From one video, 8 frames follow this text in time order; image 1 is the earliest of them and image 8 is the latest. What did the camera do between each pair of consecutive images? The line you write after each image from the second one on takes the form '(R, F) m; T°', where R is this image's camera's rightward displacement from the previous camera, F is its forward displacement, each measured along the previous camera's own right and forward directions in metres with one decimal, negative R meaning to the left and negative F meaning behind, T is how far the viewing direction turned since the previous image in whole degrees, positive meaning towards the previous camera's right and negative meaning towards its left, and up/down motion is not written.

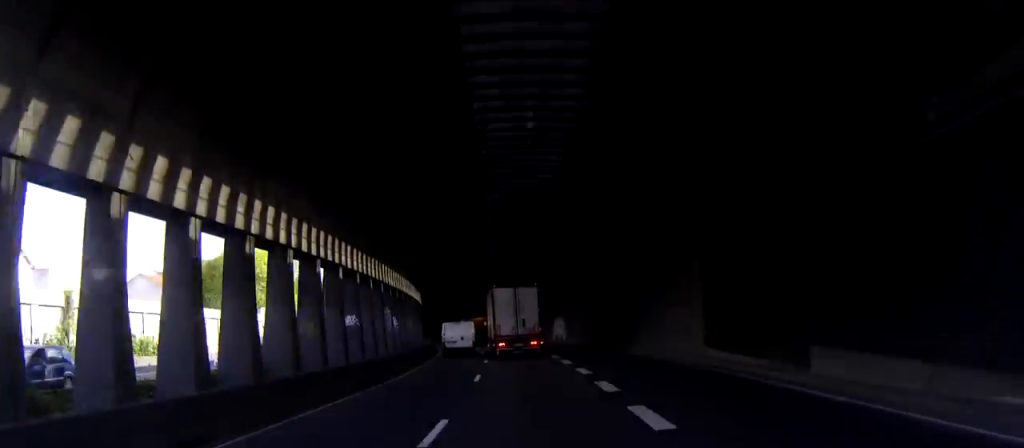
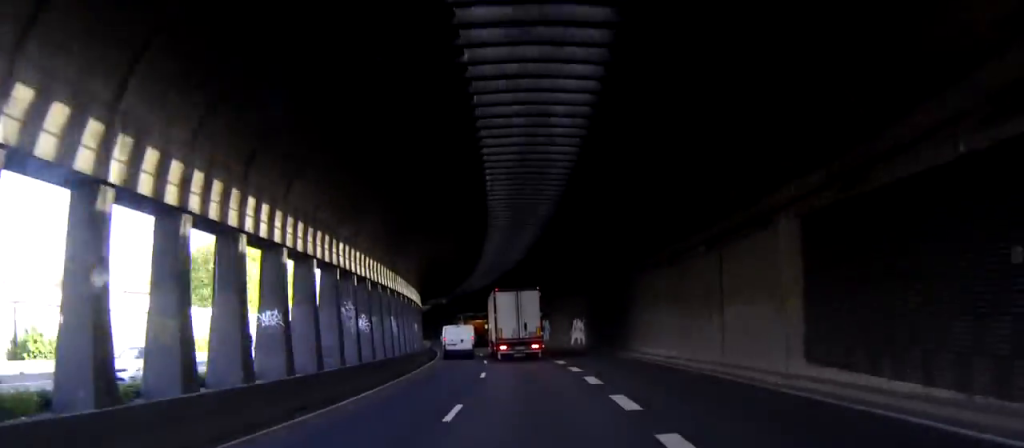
(+0.1, +9.6) m; -1°
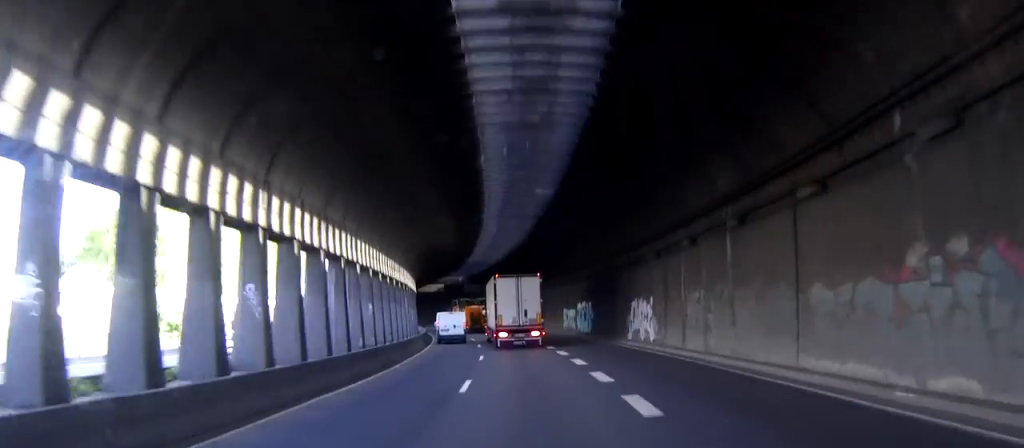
(-0.9, +22.5) m; -3°
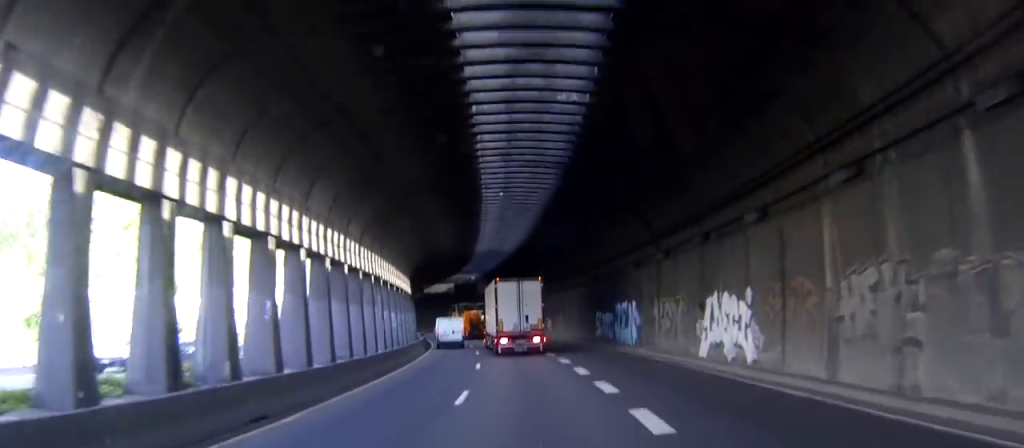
(-0.2, +14.8) m; -2°
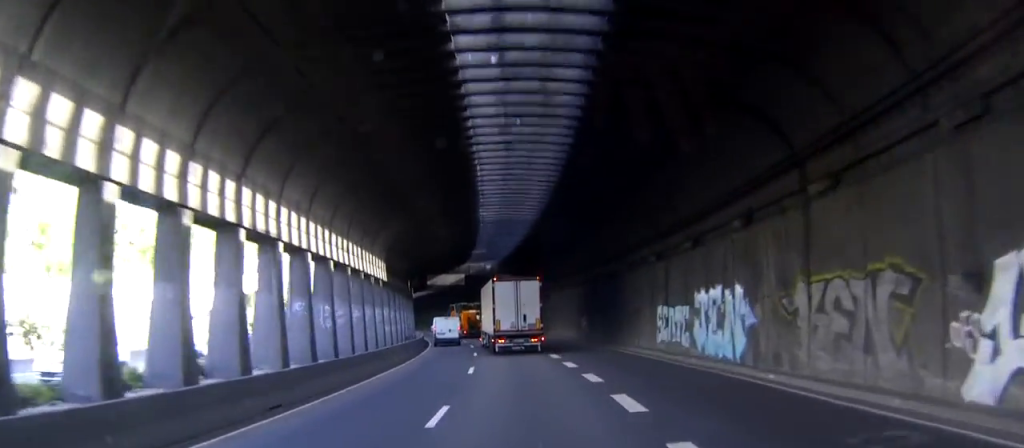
(-0.3, +18.1) m; -3°
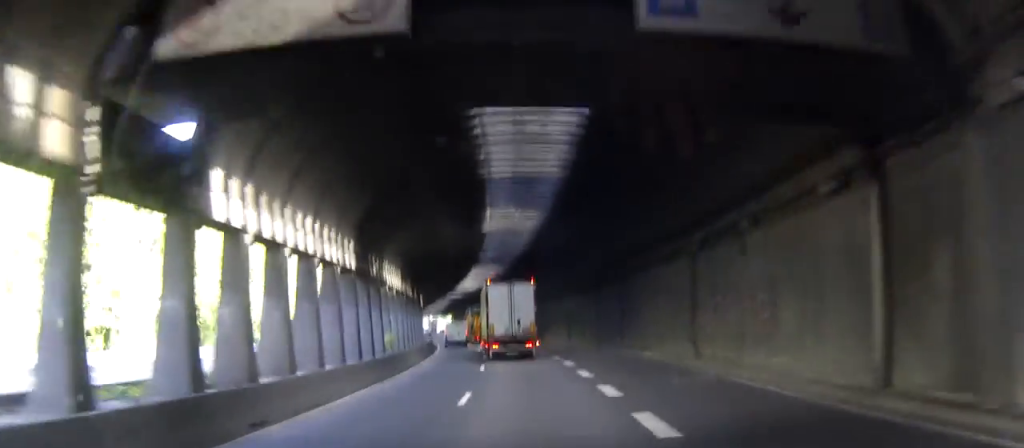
(-3.7, +63.8) m; -8°
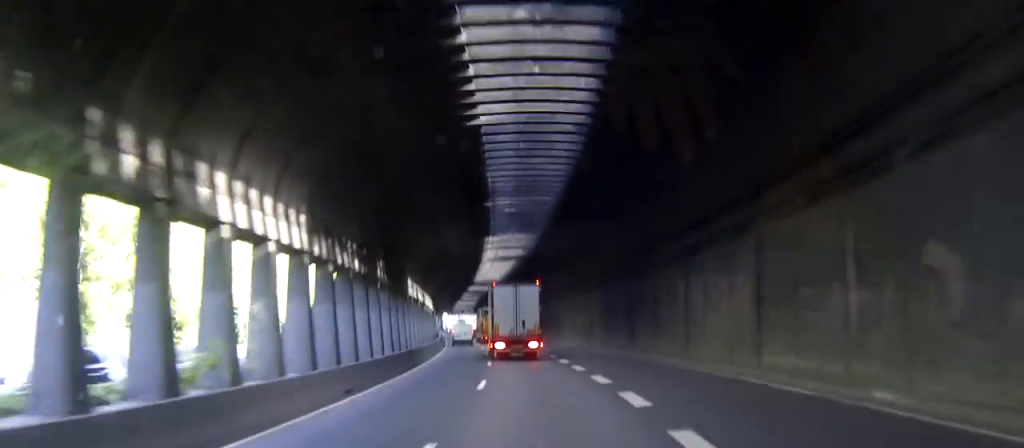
(-1.1, +21.9) m; -3°
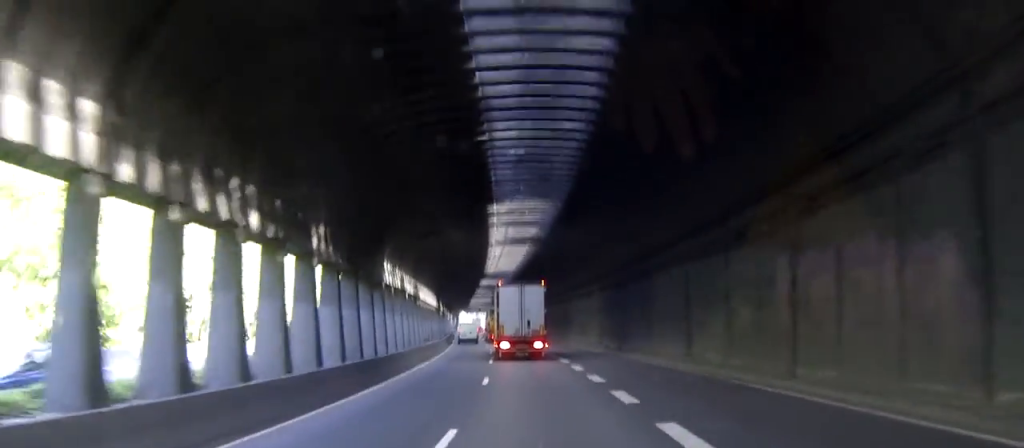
(+0.3, +11.1) m; -2°
